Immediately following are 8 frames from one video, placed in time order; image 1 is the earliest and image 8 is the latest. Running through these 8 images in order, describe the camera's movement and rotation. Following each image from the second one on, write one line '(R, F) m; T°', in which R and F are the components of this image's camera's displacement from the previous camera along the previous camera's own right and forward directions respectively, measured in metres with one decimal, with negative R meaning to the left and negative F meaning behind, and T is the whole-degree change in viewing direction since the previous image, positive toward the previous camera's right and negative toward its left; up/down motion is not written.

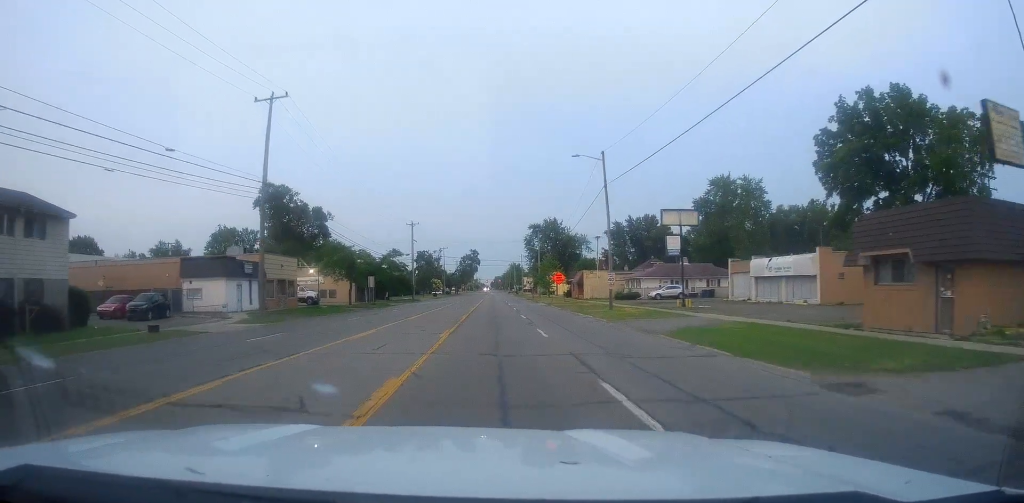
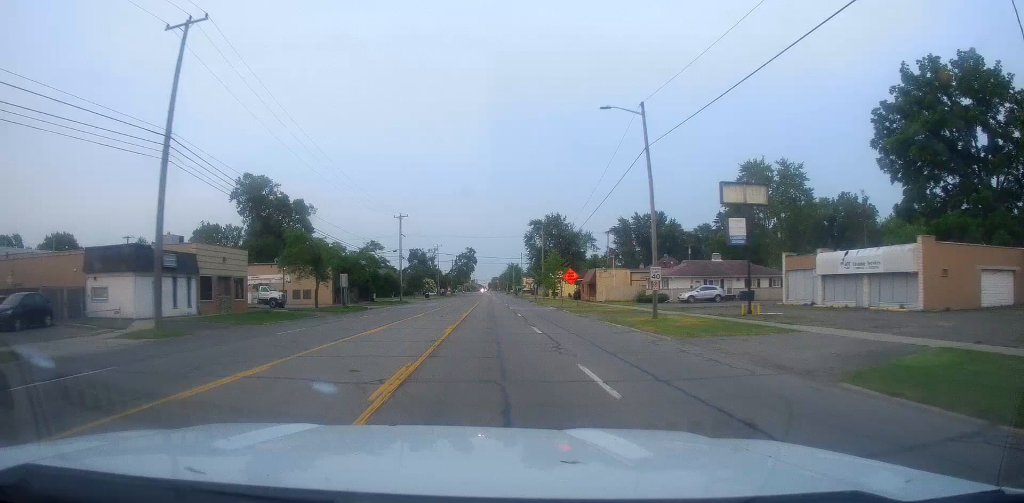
(0.0, +11.4) m; 0°
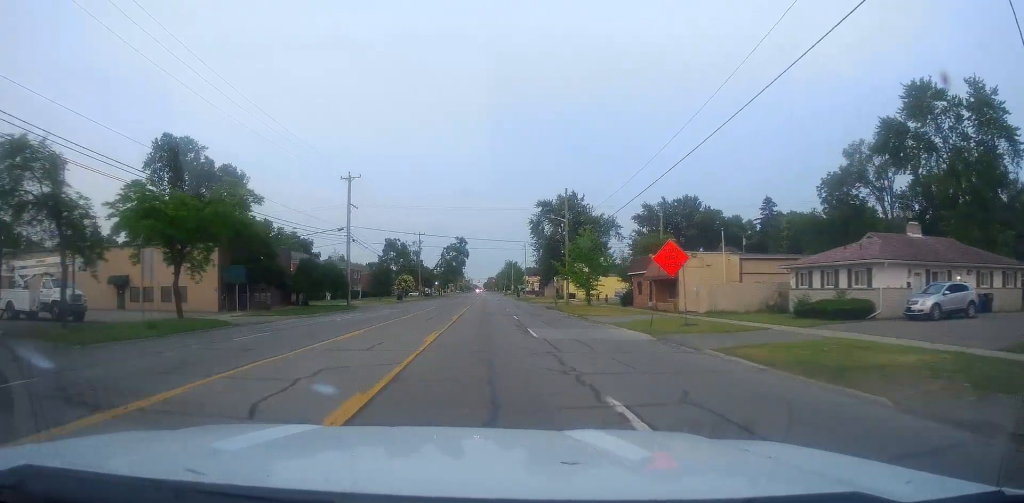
(0.0, +32.9) m; 0°
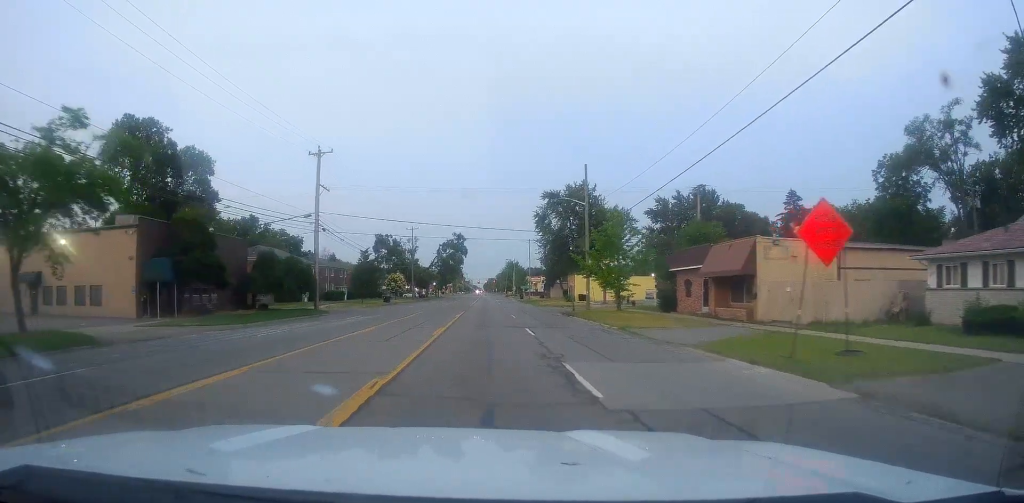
(0.0, +12.6) m; 0°
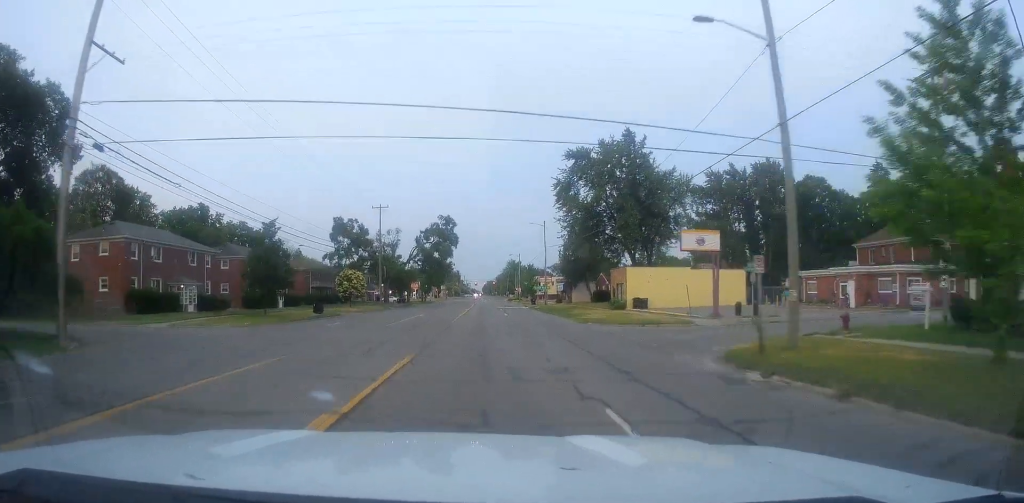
(-1.2, +35.3) m; -2°
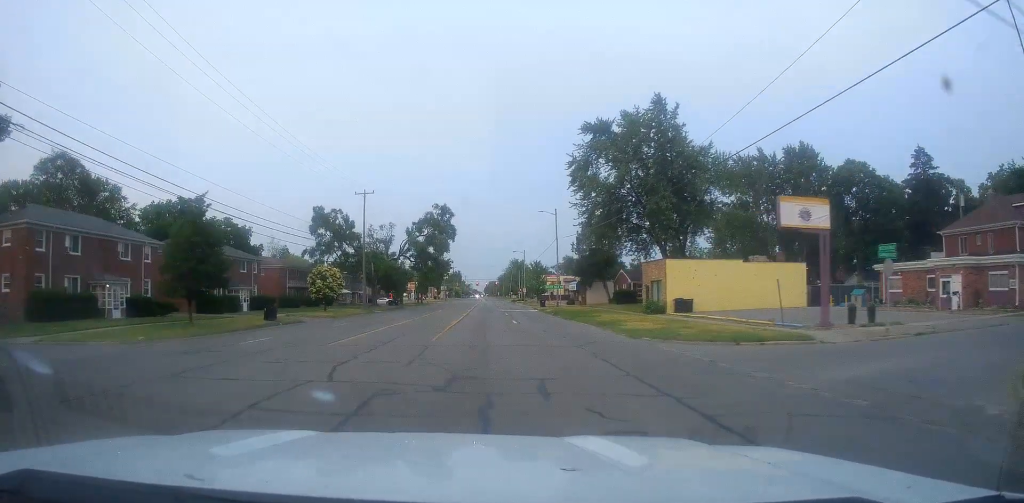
(+0.1, +12.4) m; +1°
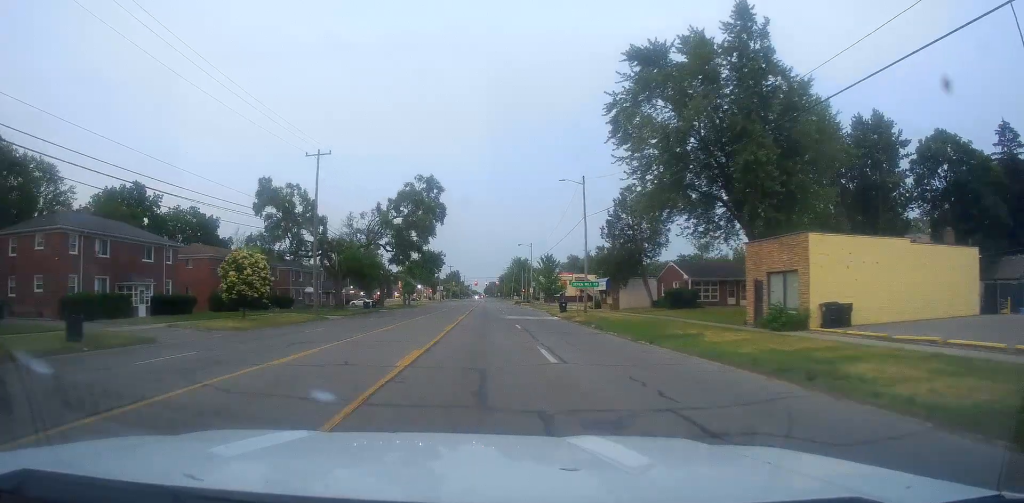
(+0.6, +21.2) m; +2°
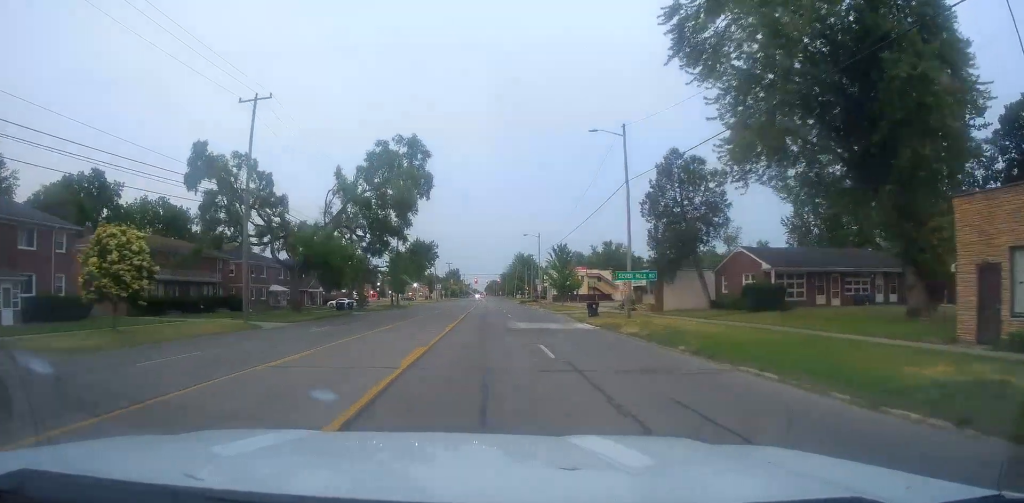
(0.0, +15.9) m; 0°
